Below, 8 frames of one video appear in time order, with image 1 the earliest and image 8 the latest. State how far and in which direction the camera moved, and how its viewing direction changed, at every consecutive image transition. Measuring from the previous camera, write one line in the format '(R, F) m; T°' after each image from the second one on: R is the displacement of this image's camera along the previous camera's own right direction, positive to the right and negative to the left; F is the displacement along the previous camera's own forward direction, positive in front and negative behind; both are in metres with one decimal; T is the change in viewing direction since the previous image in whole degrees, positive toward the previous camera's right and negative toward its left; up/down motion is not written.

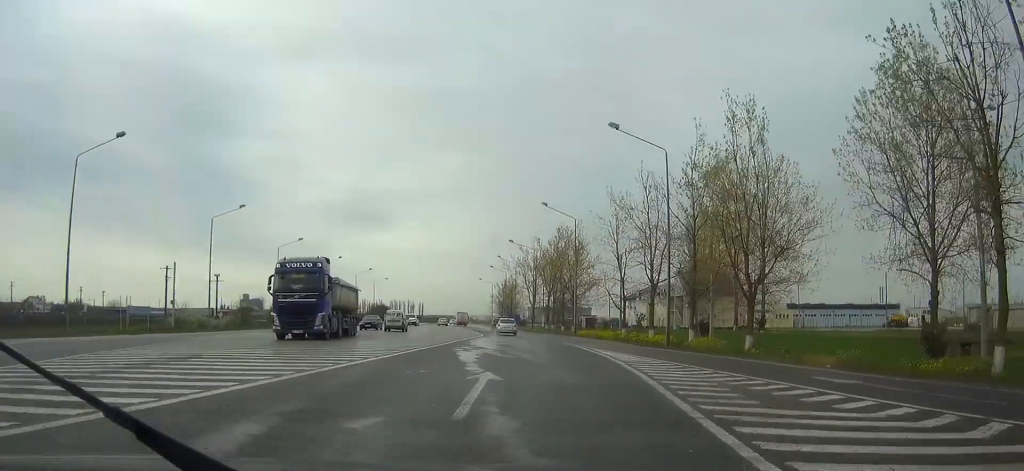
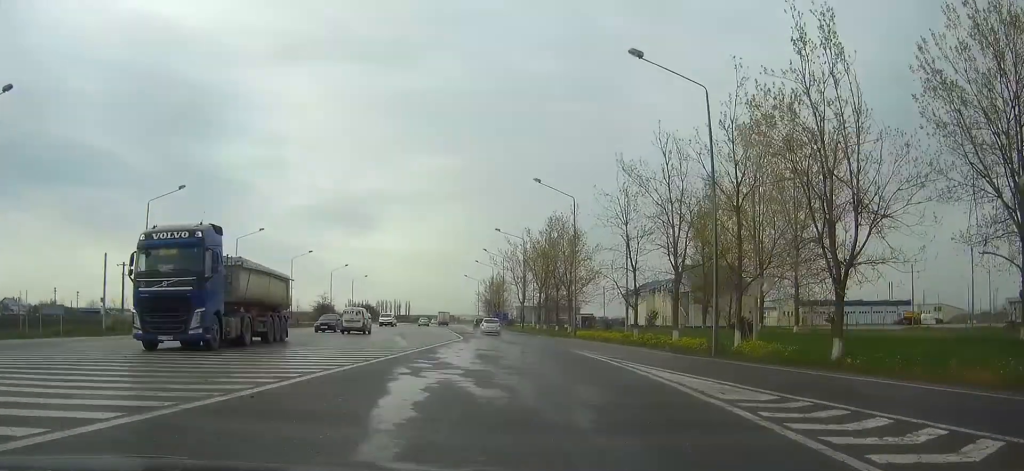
(+0.2, +10.8) m; 0°
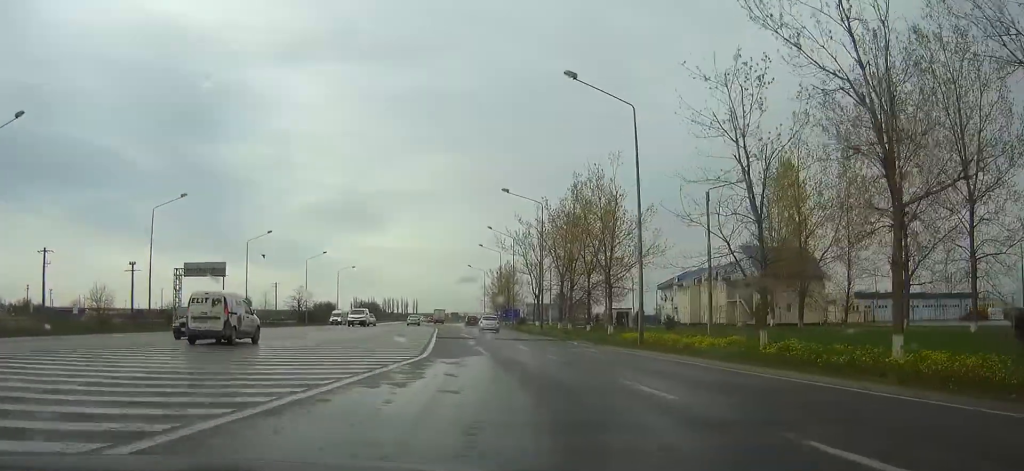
(-0.2, +24.9) m; 0°
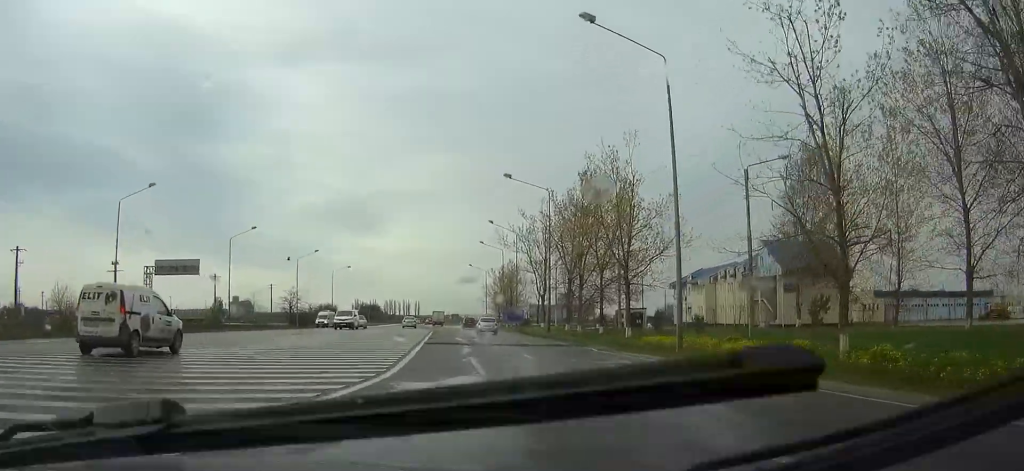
(0.0, +7.1) m; 0°
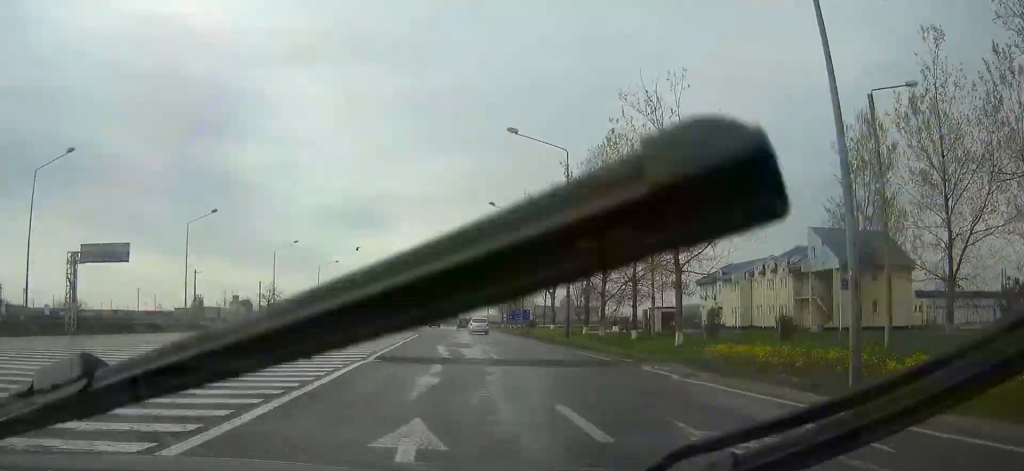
(0.0, +13.9) m; -1°
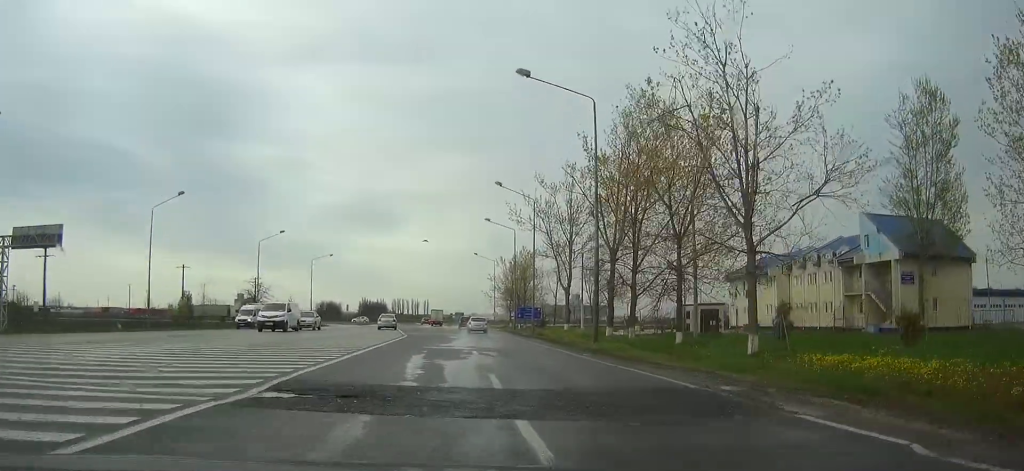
(-0.1, +10.2) m; -1°
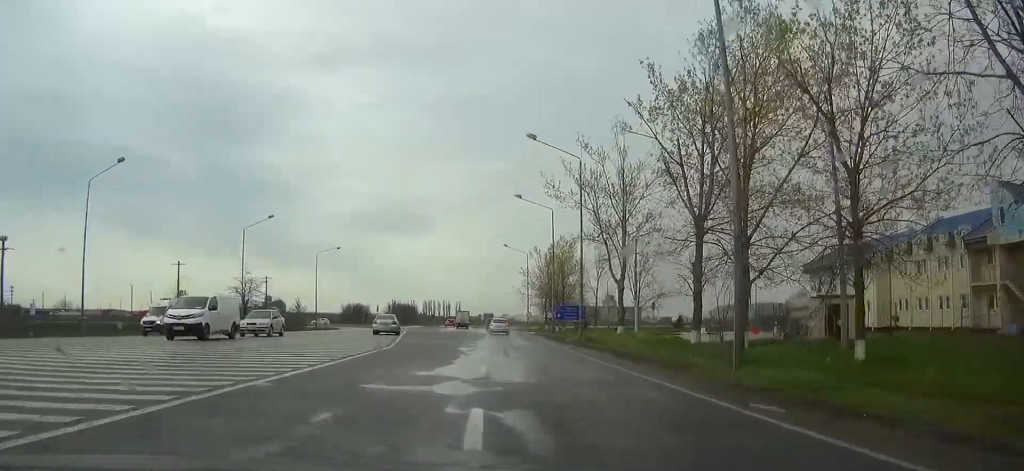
(-0.2, +16.7) m; -3°
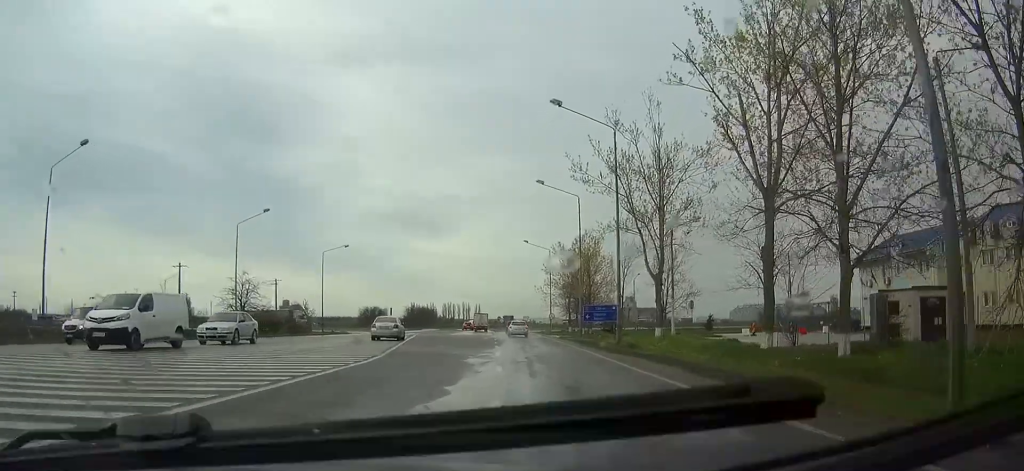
(-0.1, +7.5) m; -1°
